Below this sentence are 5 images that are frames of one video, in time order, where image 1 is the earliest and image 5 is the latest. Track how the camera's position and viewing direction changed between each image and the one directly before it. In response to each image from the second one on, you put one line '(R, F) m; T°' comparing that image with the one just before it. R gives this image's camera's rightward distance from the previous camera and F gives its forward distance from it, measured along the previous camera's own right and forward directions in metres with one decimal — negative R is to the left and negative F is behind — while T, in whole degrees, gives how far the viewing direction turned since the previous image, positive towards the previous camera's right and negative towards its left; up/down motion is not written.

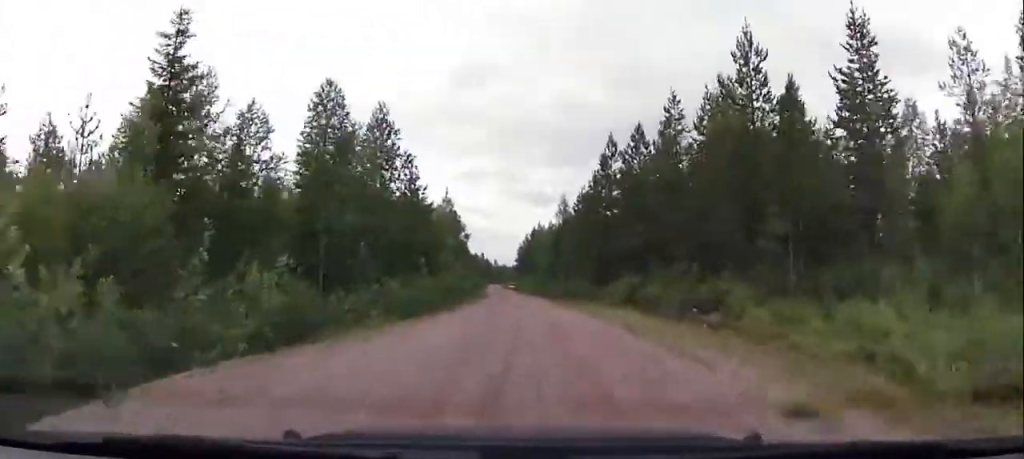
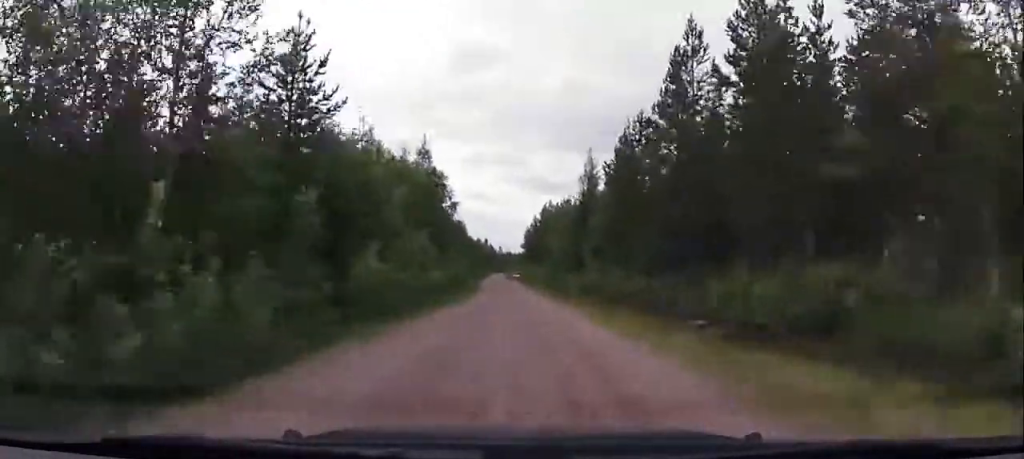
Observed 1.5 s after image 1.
(-0.9, +22.0) m; -2°
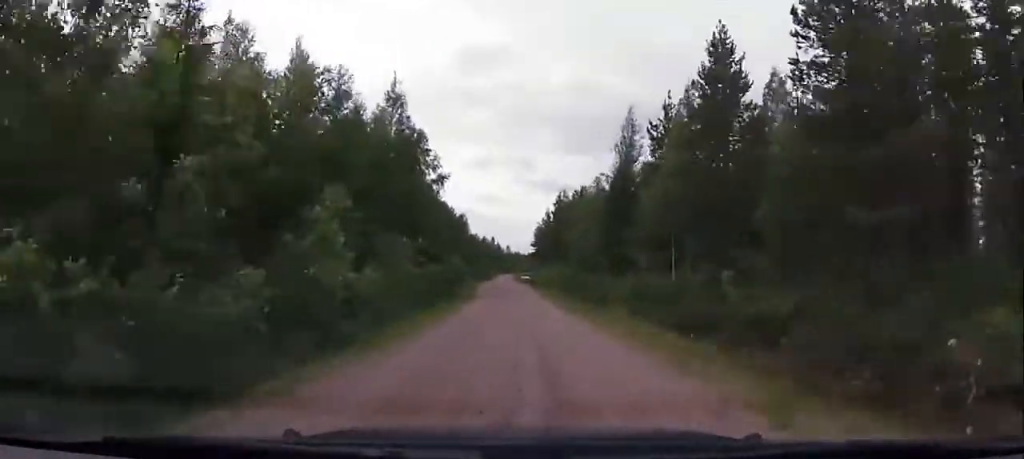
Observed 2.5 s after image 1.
(+1.1, +16.0) m; +3°
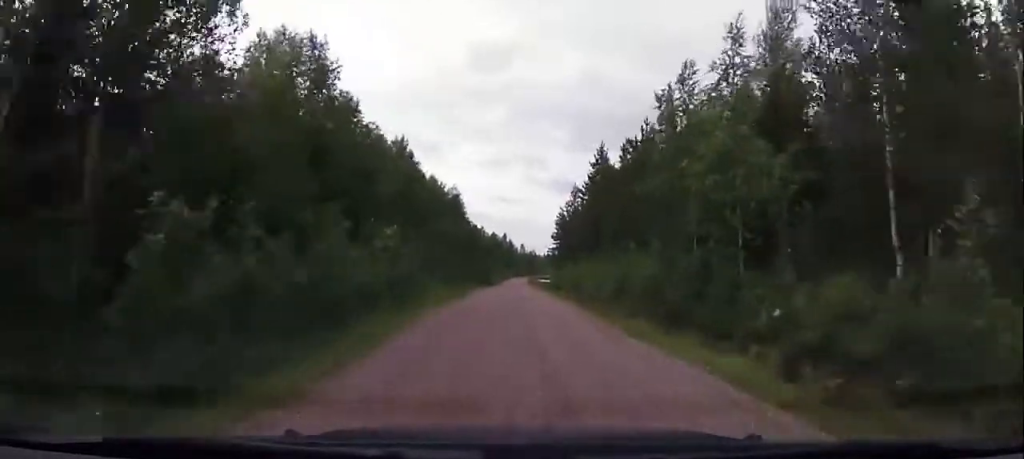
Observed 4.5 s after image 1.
(-0.4, +30.5) m; -2°
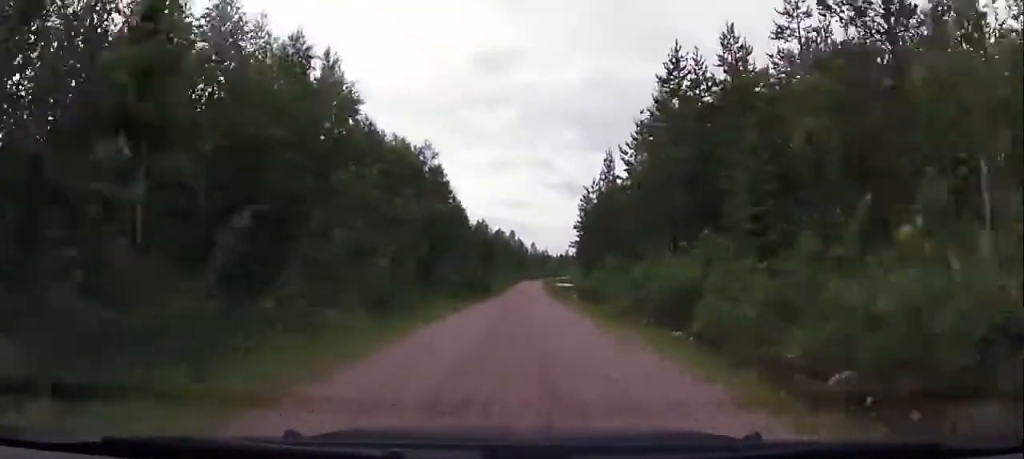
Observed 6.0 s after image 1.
(-1.1, +24.1) m; -2°
